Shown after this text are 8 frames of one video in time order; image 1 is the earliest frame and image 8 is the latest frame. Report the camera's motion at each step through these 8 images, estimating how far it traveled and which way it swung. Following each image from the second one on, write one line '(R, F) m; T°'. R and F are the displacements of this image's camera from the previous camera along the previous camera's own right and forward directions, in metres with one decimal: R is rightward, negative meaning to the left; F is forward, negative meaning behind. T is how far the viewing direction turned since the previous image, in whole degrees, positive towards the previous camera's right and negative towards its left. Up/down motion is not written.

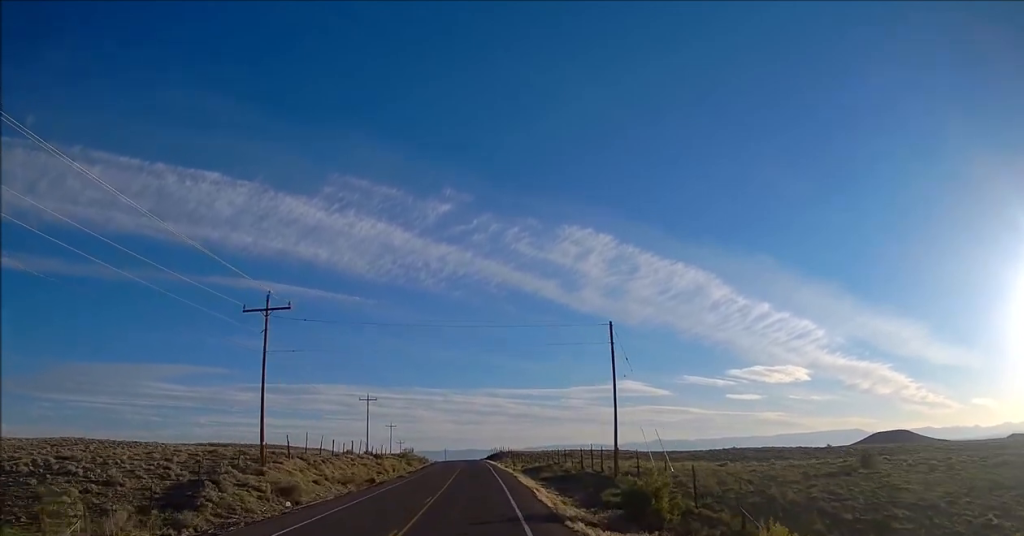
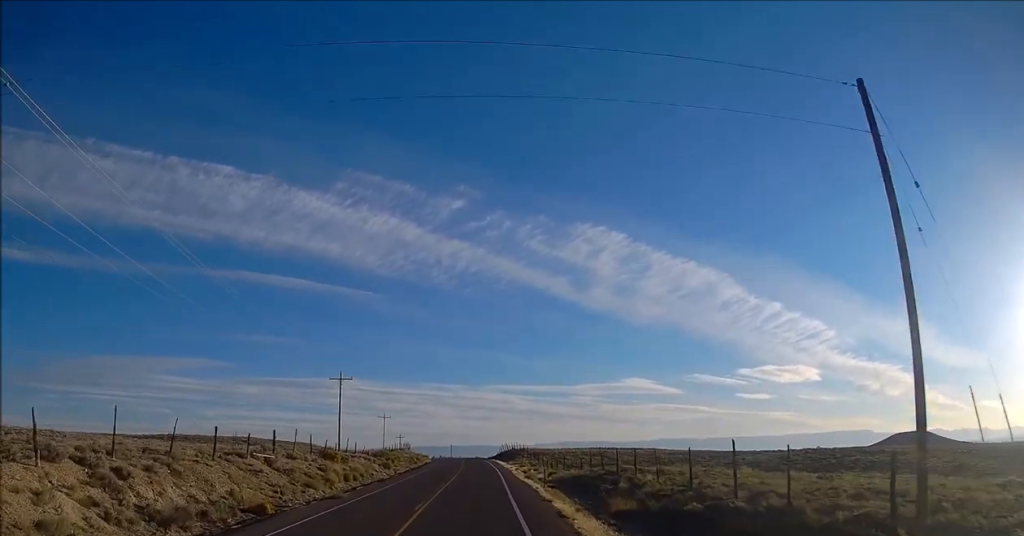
(-0.3, +29.2) m; -1°
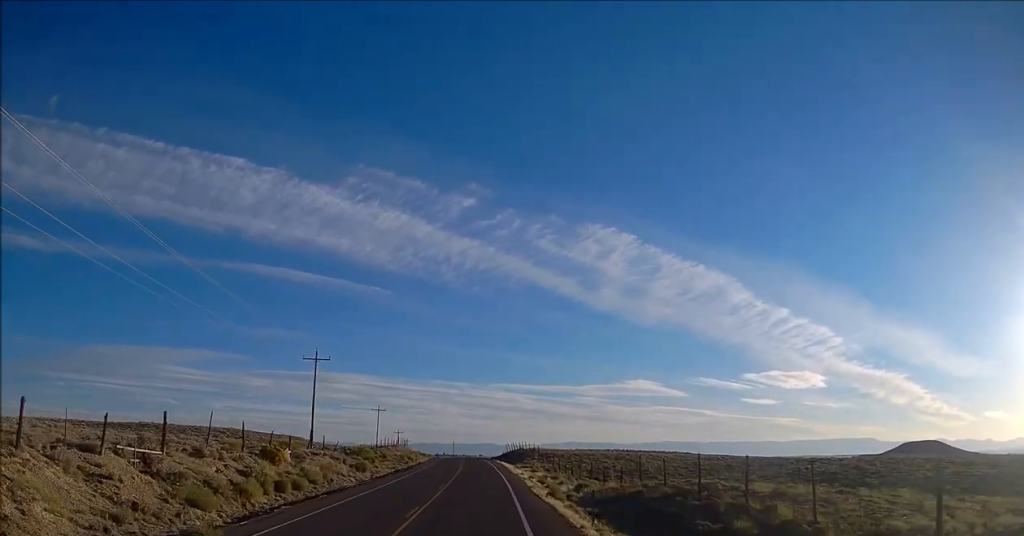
(-0.1, +15.3) m; -1°
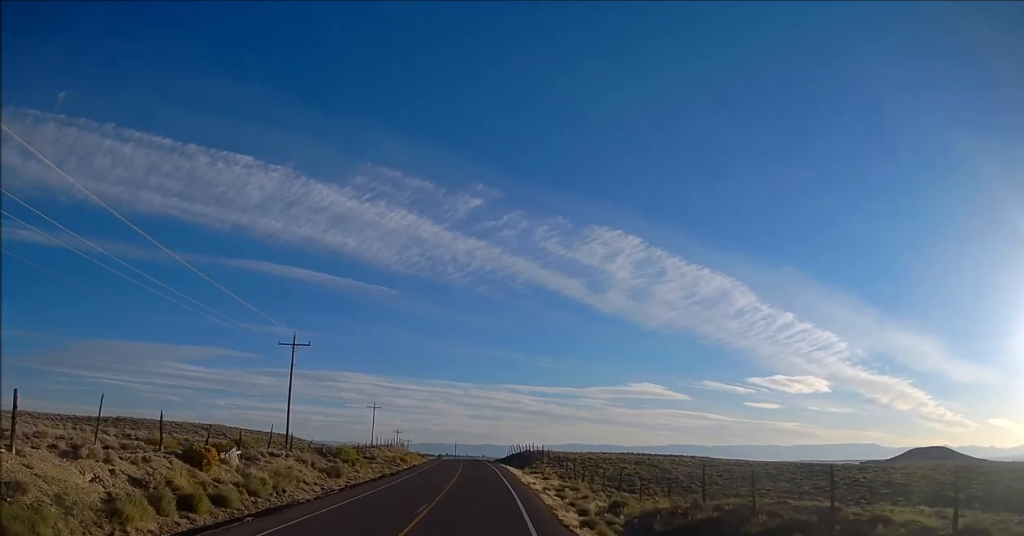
(-0.3, +9.5) m; 0°
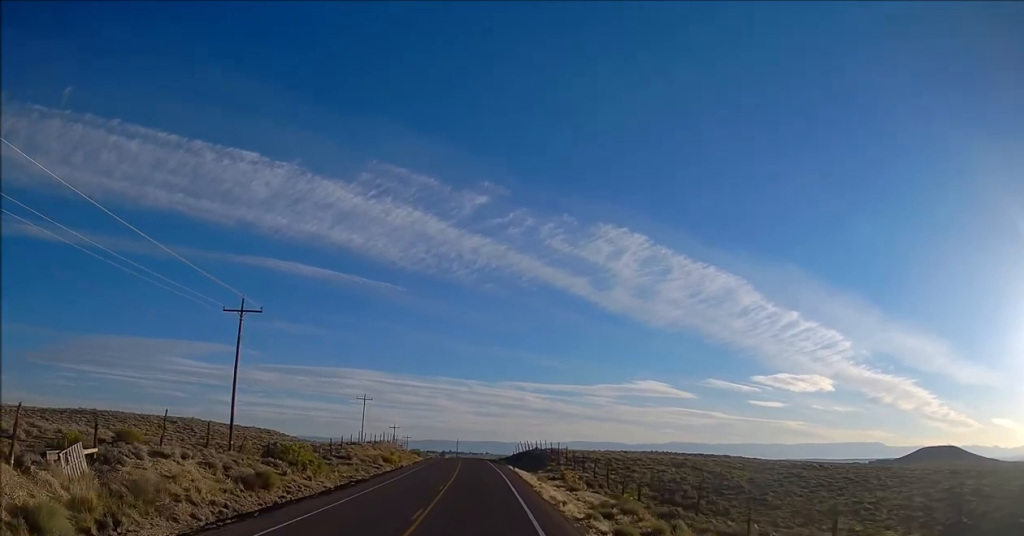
(+0.2, +14.6) m; +1°
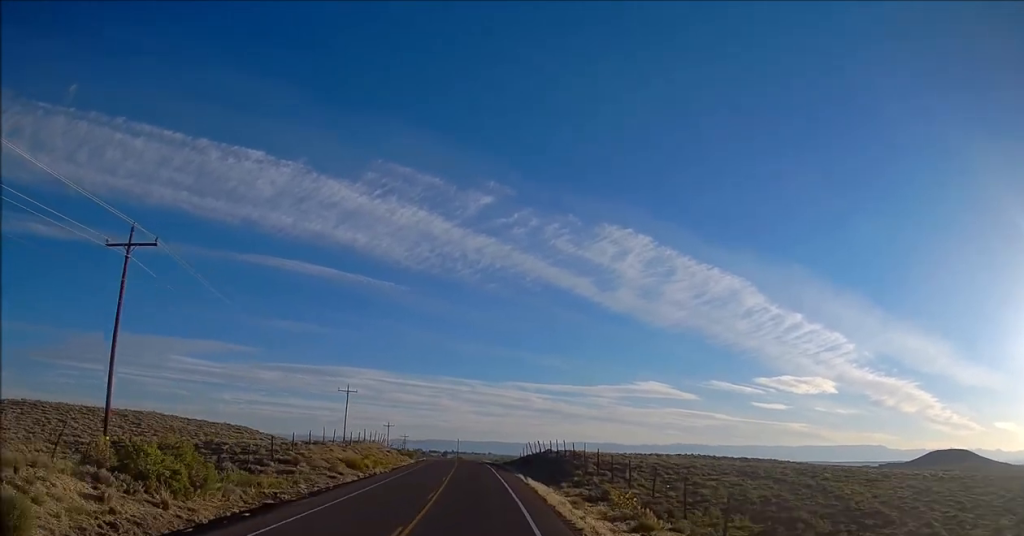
(0.0, +17.6) m; 0°
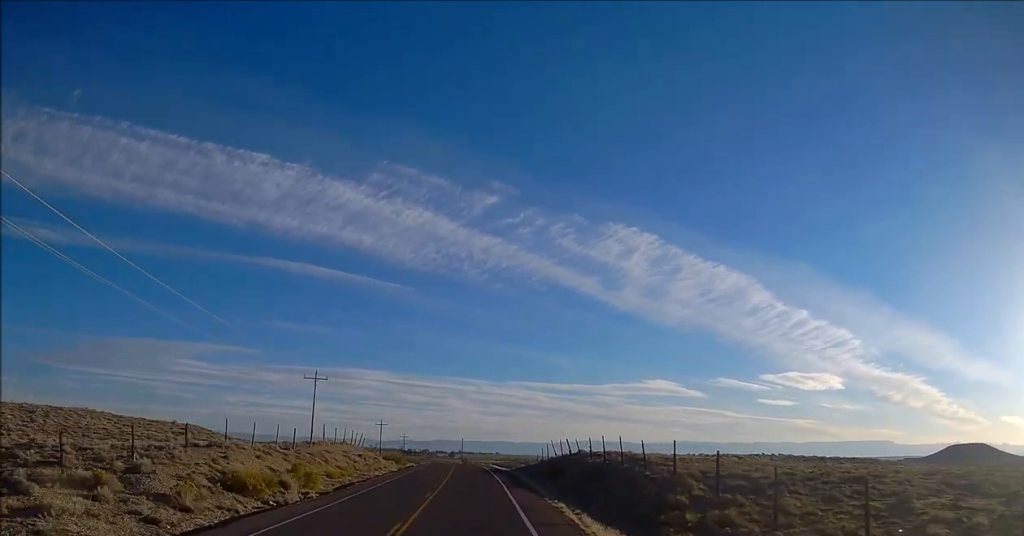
(+0.1, +23.3) m; 0°
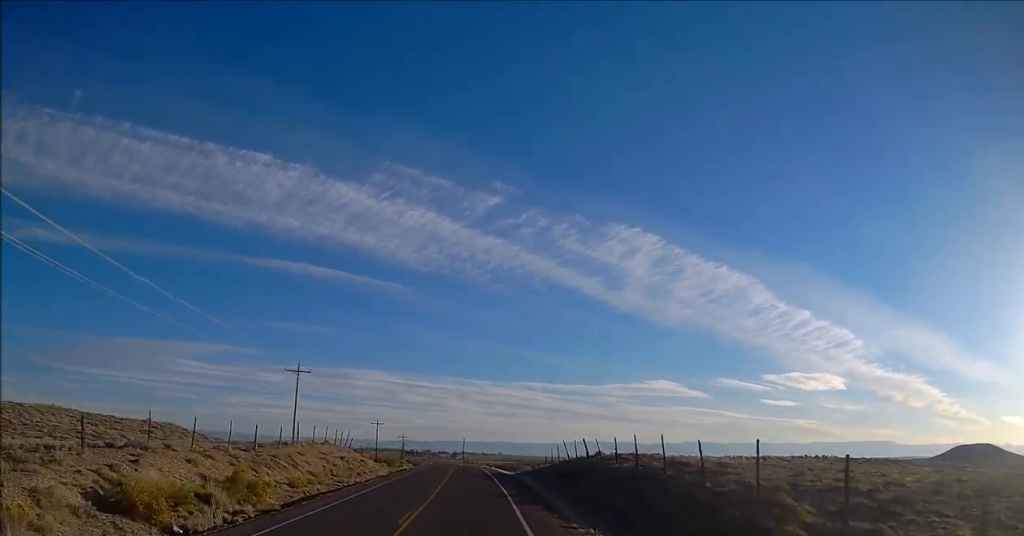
(-0.2, +8.9) m; -1°
